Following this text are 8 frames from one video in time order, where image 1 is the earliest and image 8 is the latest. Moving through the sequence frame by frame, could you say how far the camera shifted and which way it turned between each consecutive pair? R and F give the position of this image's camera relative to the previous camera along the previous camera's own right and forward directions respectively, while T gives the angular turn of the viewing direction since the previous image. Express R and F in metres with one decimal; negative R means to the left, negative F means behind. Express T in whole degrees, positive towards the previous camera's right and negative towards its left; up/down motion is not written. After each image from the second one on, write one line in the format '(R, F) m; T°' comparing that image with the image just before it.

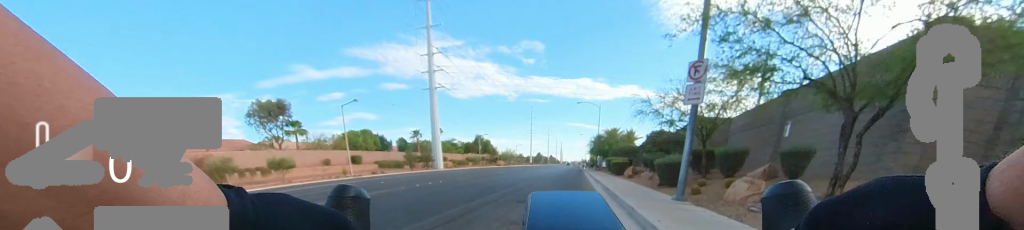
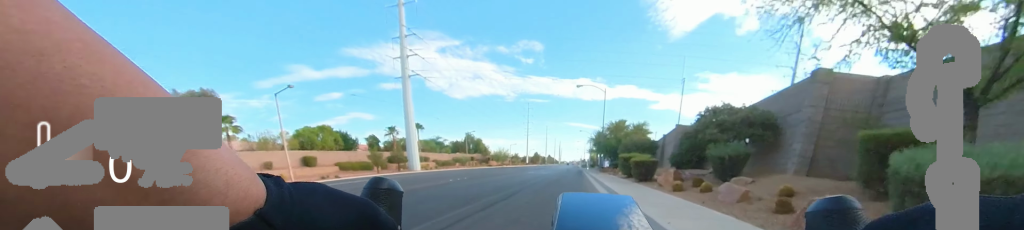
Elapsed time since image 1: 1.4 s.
(0.0, +9.2) m; 0°
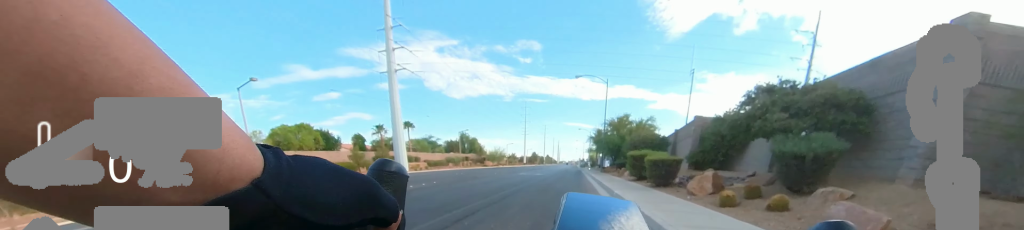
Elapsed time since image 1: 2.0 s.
(0.0, +3.7) m; 0°
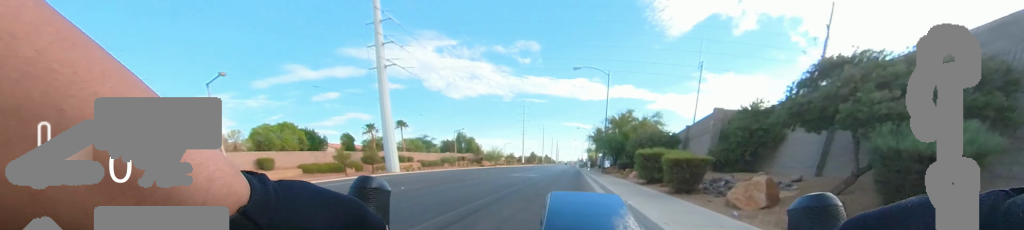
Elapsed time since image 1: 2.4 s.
(0.0, +2.7) m; 0°
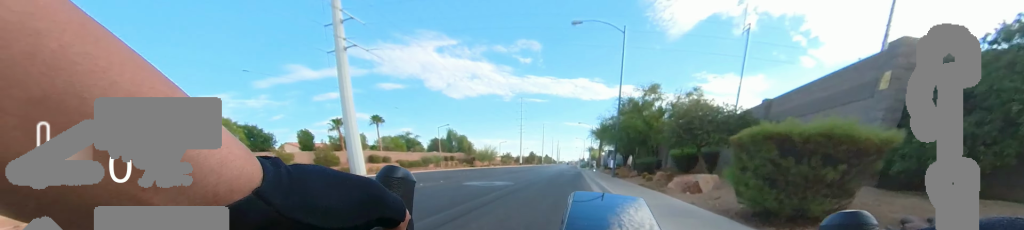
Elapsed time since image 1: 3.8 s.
(0.0, +9.3) m; 0°
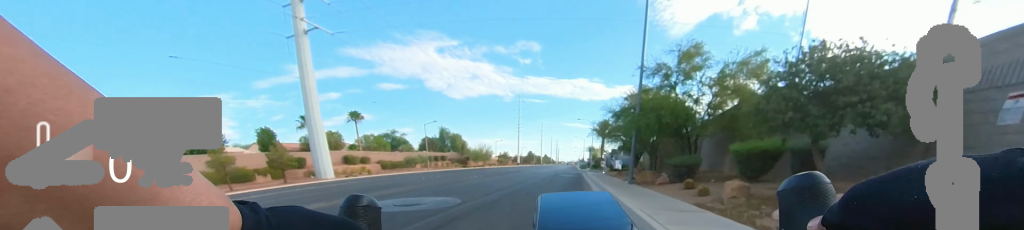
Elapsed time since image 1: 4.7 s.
(0.0, +6.4) m; 0°
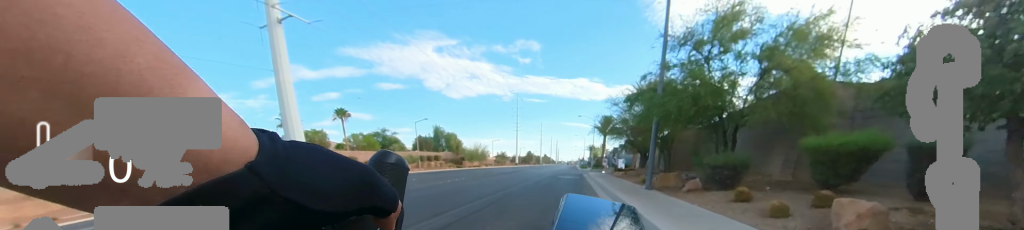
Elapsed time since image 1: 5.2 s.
(0.0, +3.3) m; 0°
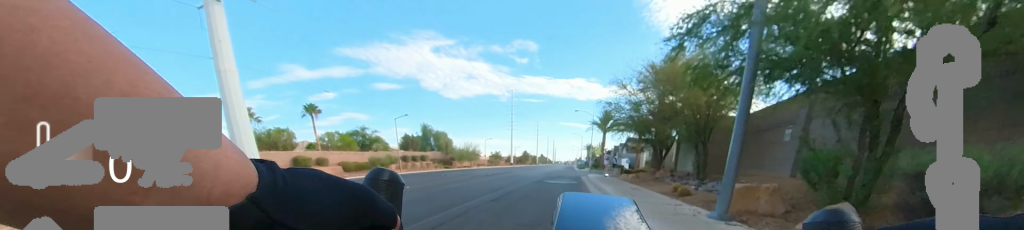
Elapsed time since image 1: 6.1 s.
(0.0, +5.6) m; 0°
